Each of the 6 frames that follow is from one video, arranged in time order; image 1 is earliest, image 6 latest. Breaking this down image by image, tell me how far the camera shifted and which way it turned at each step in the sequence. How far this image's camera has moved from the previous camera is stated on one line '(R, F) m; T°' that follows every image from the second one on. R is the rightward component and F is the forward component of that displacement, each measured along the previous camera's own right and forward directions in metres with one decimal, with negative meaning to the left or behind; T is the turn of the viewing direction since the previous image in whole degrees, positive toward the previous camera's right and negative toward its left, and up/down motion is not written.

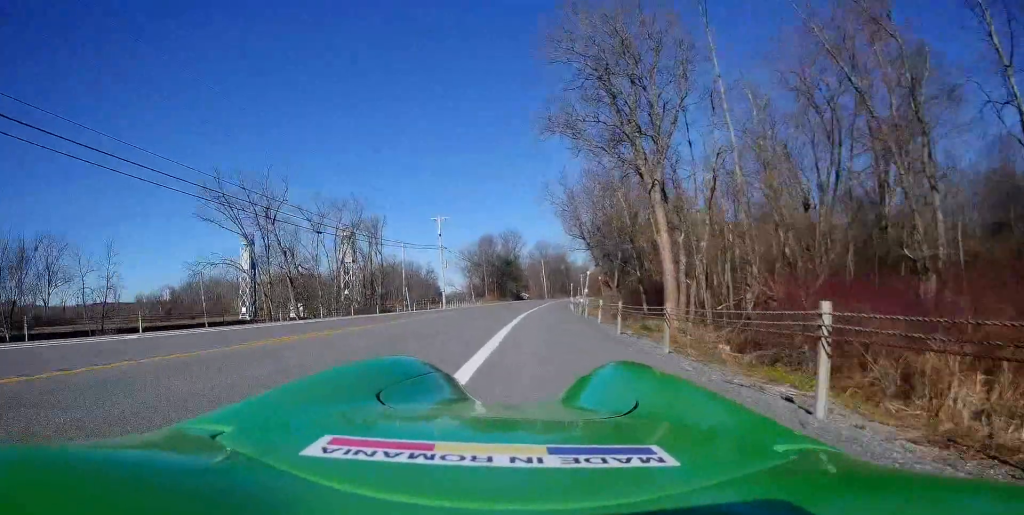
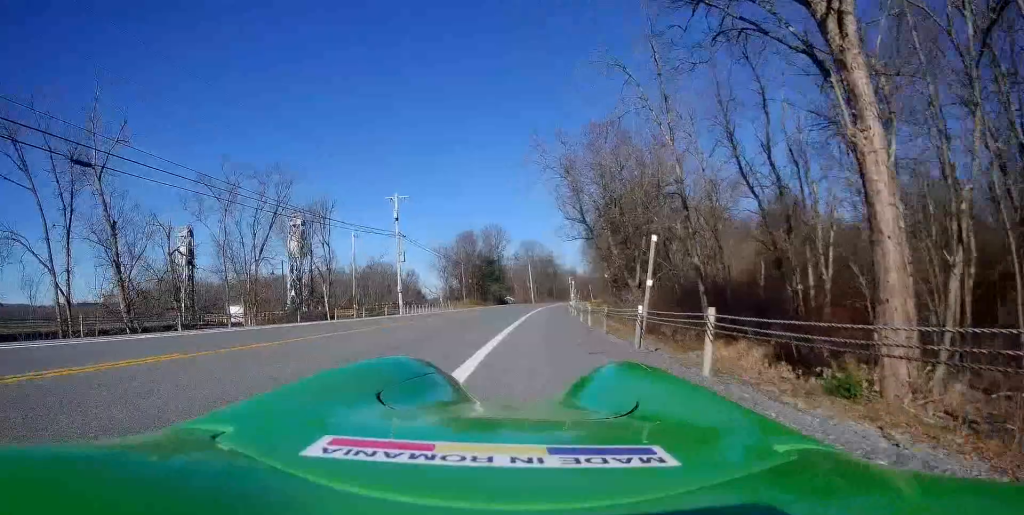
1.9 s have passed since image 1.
(-0.1, +16.8) m; 0°
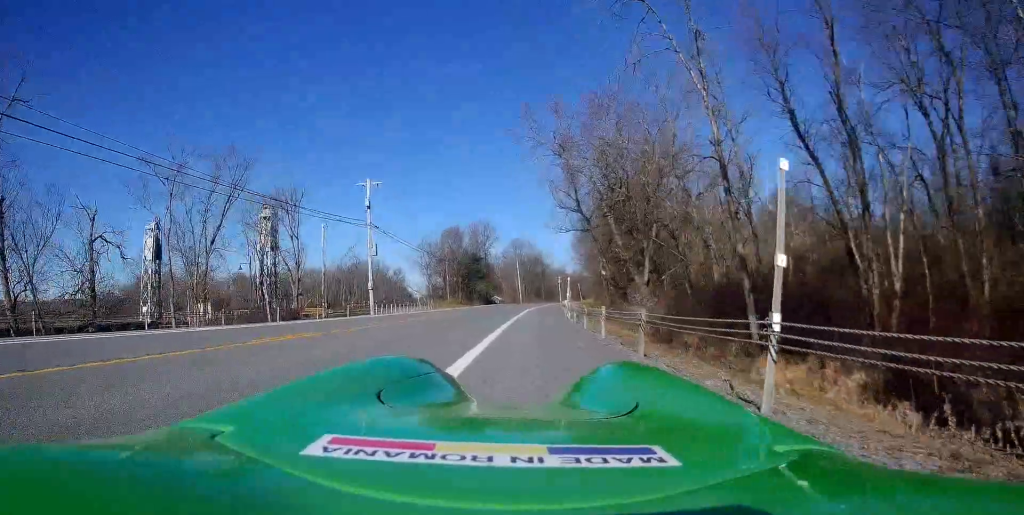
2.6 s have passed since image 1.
(0.0, +6.0) m; +3°
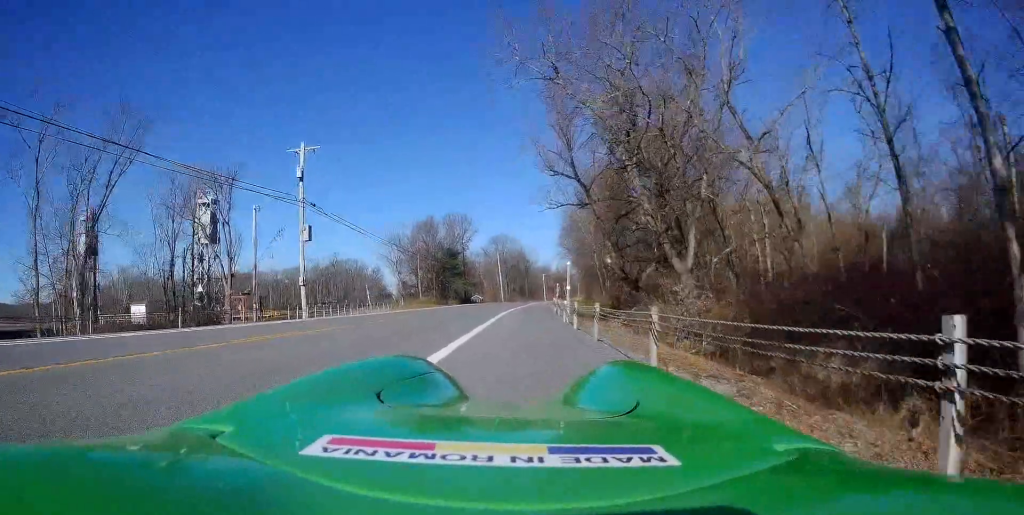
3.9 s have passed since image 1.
(+0.3, +9.3) m; -1°
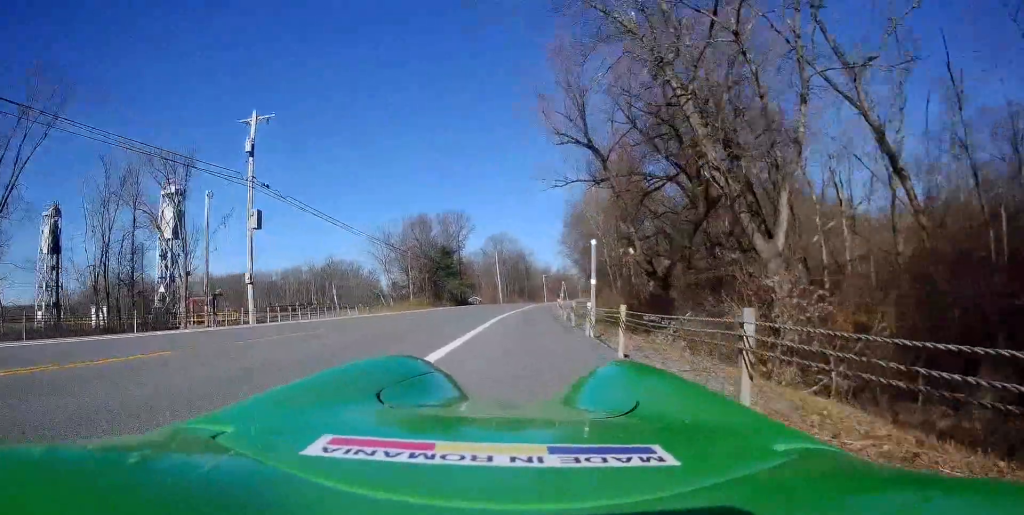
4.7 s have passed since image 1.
(-0.2, +5.6) m; -2°
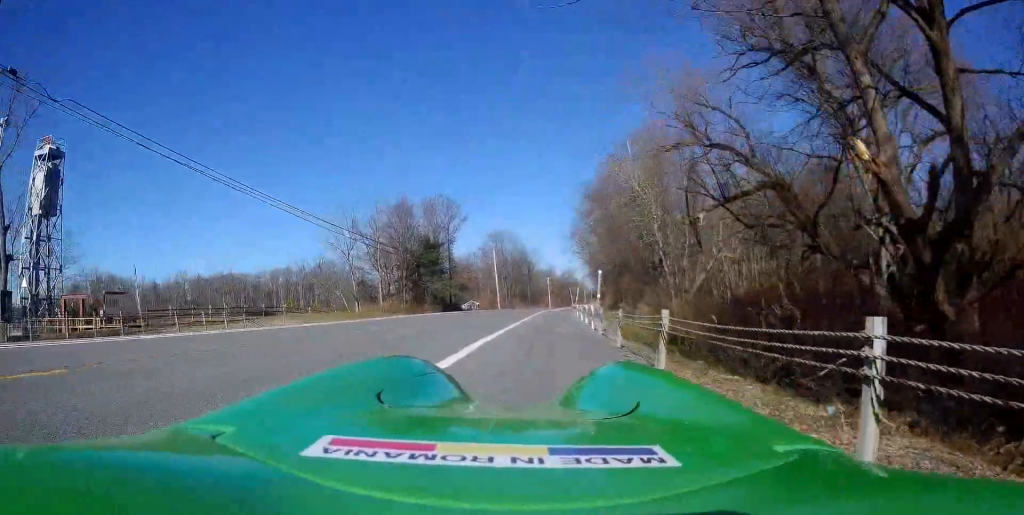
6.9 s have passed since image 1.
(+0.4, +16.5) m; +3°
